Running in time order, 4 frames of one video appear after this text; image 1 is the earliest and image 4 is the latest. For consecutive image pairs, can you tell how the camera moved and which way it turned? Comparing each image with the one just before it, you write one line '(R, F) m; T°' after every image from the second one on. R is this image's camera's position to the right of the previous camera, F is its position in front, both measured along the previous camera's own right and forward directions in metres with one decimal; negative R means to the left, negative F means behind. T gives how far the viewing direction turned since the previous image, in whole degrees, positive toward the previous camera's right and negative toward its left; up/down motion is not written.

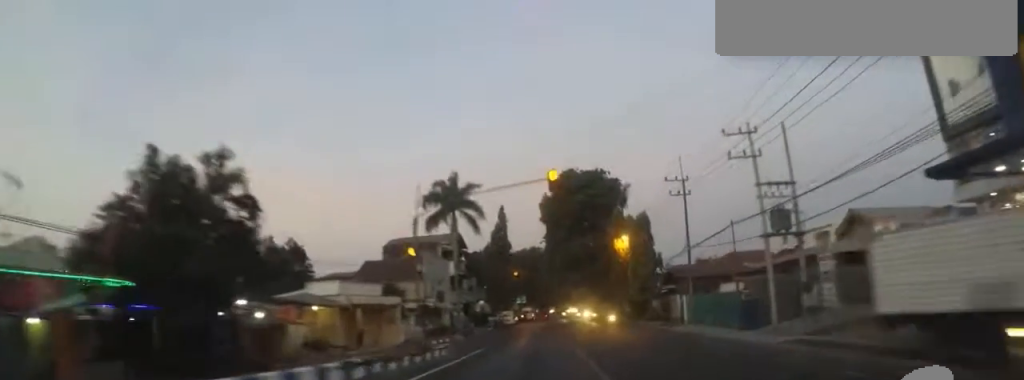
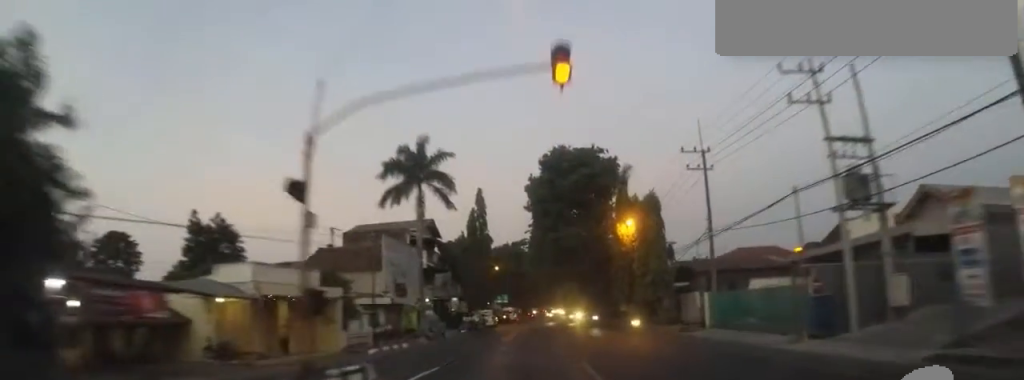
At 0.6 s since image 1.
(+0.4, +8.0) m; 0°
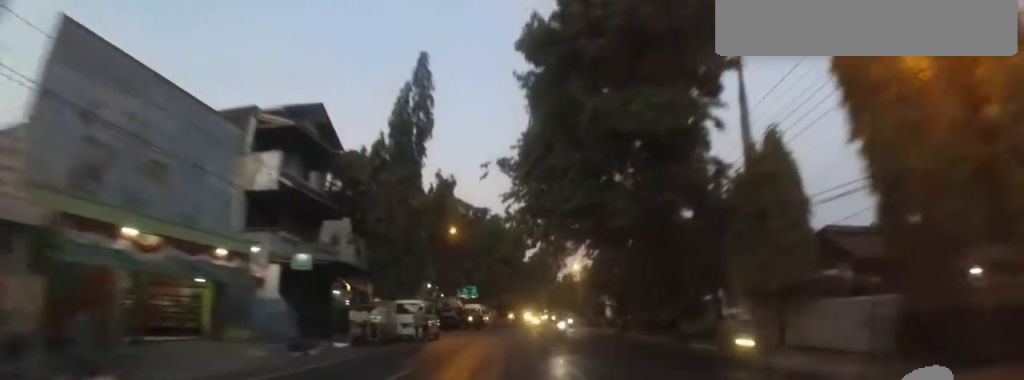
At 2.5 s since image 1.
(+0.4, +26.6) m; +1°
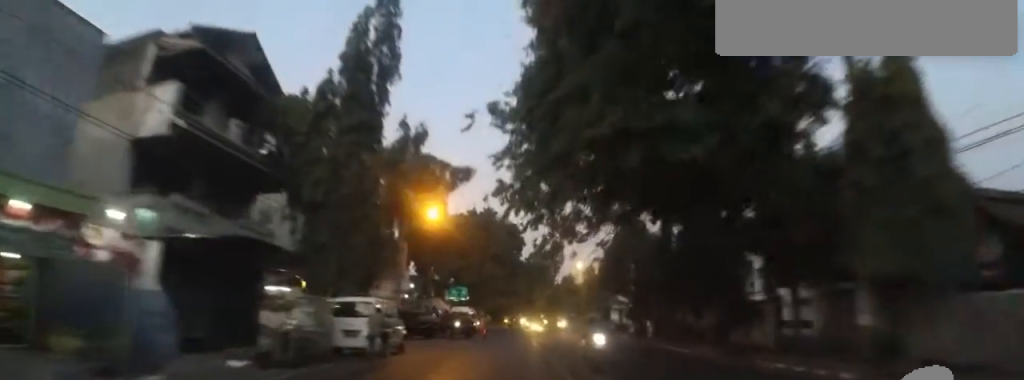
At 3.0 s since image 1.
(-0.7, +6.4) m; 0°
